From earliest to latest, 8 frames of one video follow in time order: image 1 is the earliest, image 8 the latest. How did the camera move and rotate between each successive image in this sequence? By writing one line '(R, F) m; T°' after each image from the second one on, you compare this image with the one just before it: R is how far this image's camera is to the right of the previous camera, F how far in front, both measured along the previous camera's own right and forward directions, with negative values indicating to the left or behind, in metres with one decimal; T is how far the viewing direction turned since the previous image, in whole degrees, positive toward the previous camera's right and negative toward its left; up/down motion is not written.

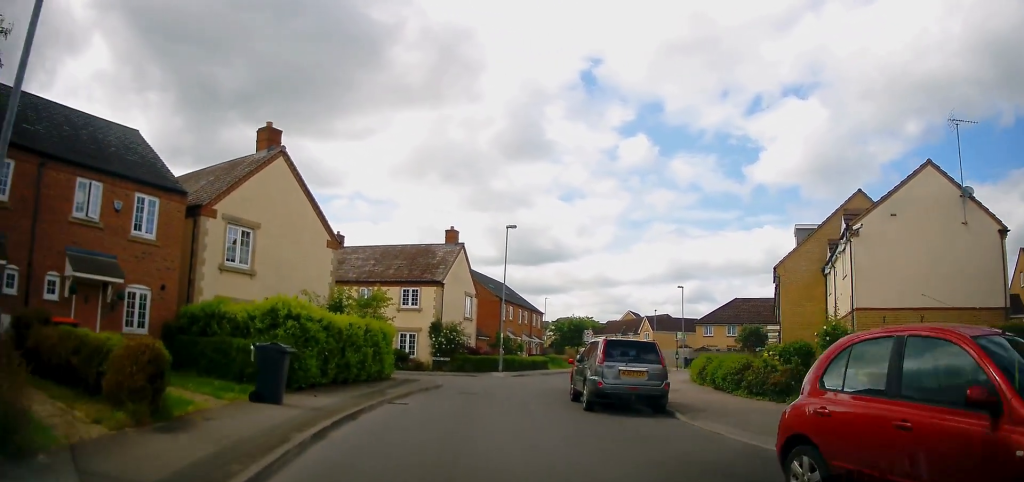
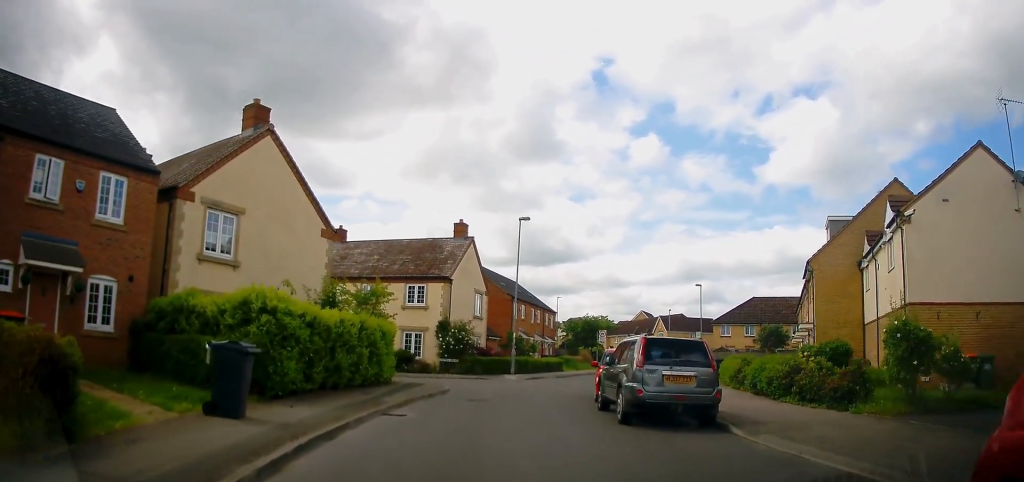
(-0.1, +2.2) m; -3°
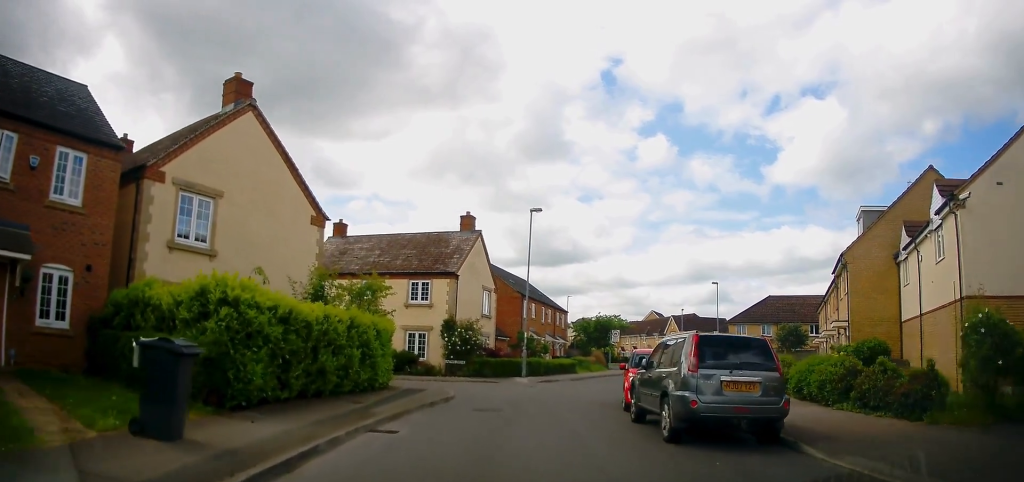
(-0.3, +2.2) m; -2°
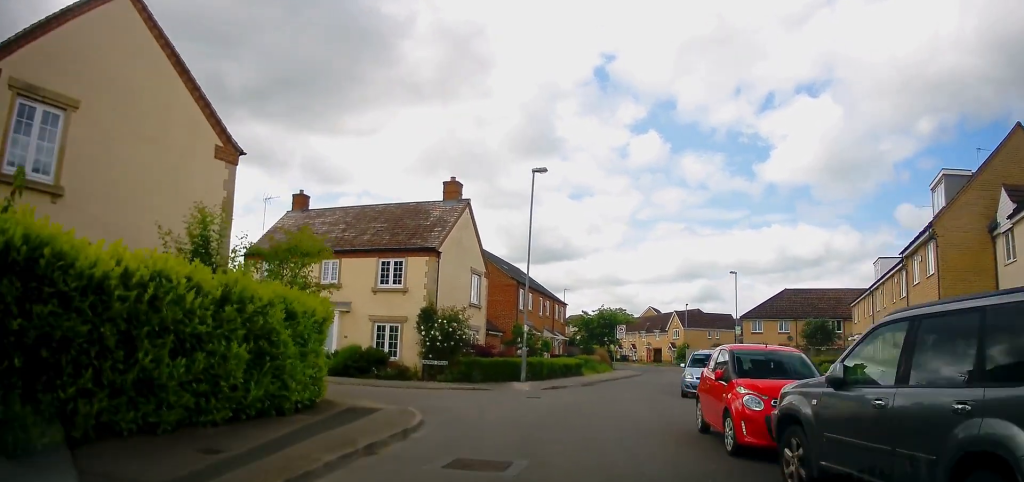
(+0.2, +6.2) m; +8°
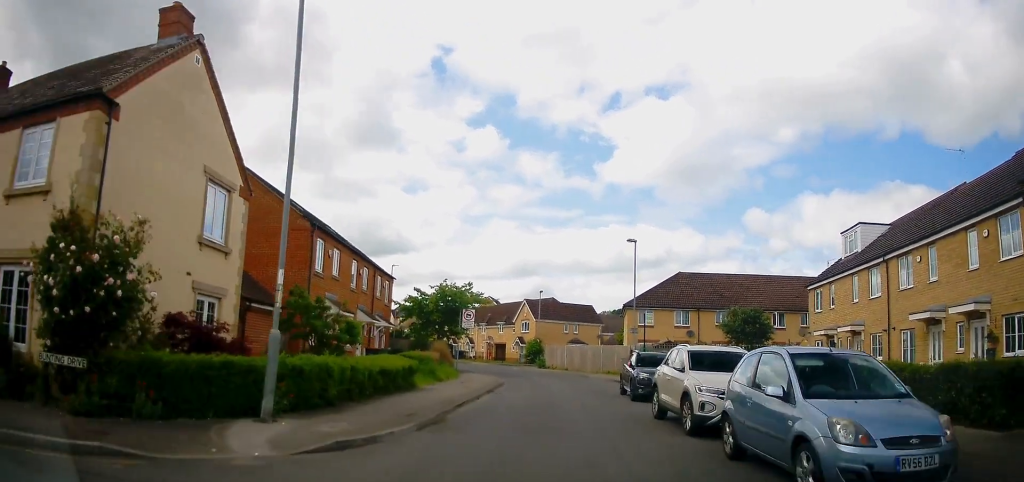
(+1.2, +14.2) m; +9°
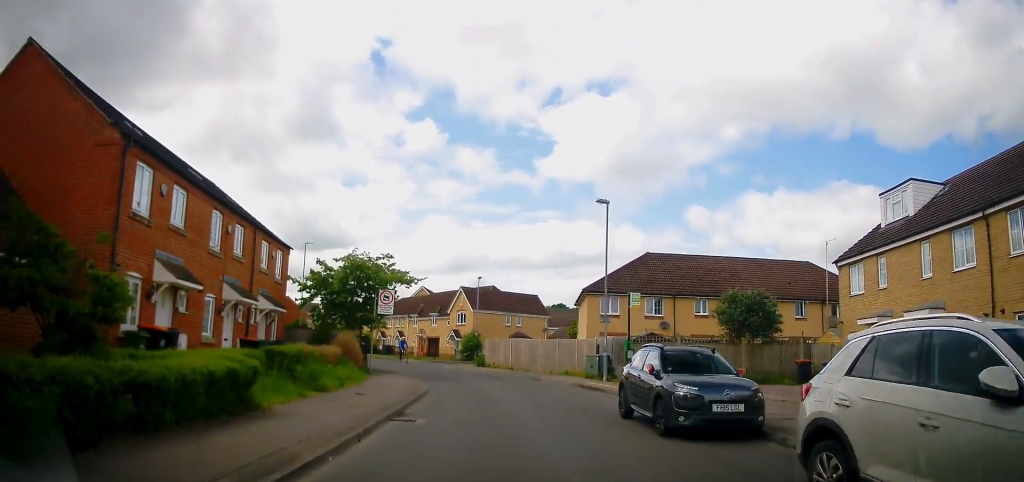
(+0.9, +8.1) m; +8°
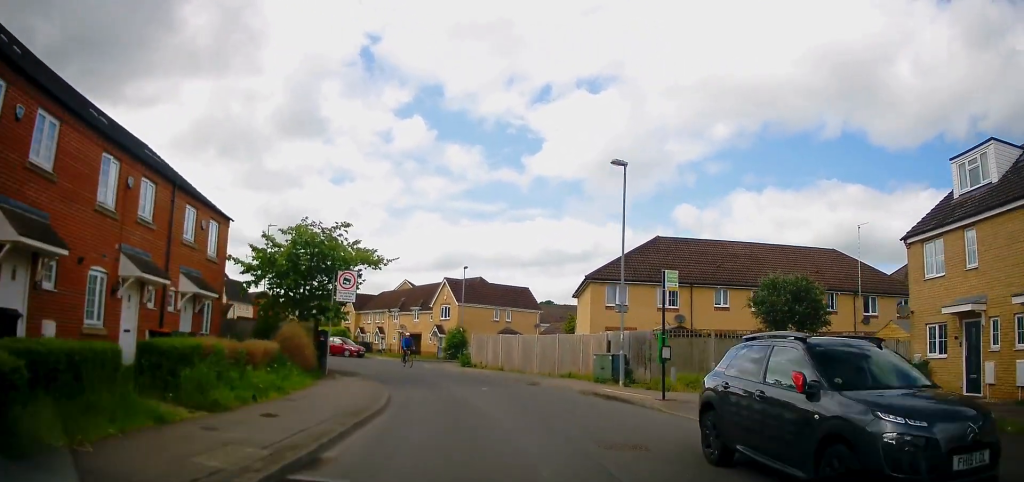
(-0.1, +5.3) m; -1°
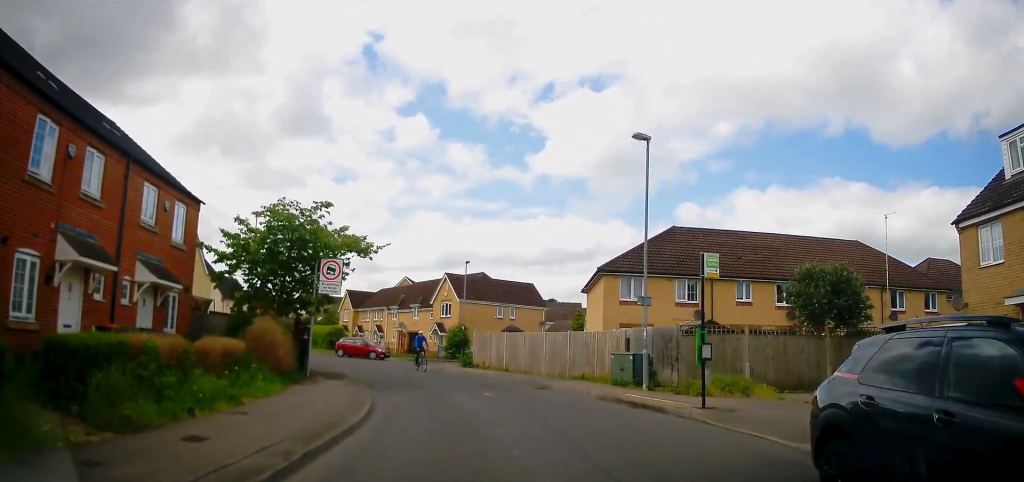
(-0.2, +2.7) m; -1°
